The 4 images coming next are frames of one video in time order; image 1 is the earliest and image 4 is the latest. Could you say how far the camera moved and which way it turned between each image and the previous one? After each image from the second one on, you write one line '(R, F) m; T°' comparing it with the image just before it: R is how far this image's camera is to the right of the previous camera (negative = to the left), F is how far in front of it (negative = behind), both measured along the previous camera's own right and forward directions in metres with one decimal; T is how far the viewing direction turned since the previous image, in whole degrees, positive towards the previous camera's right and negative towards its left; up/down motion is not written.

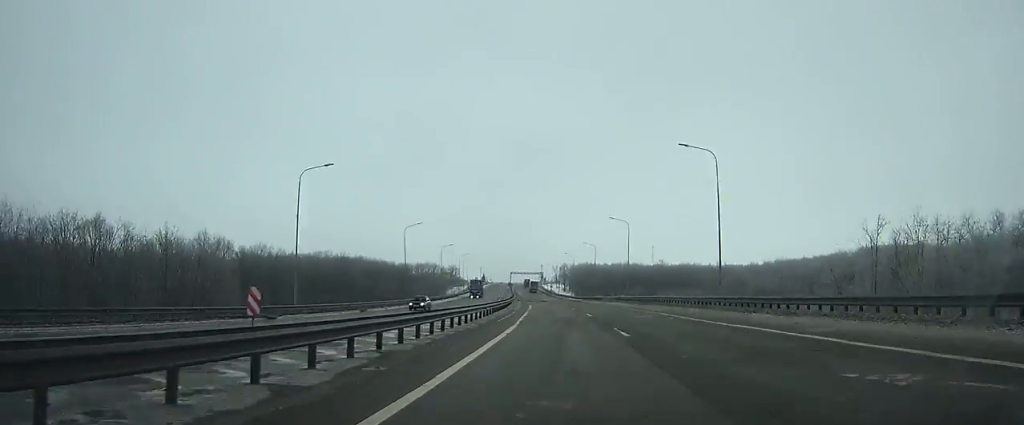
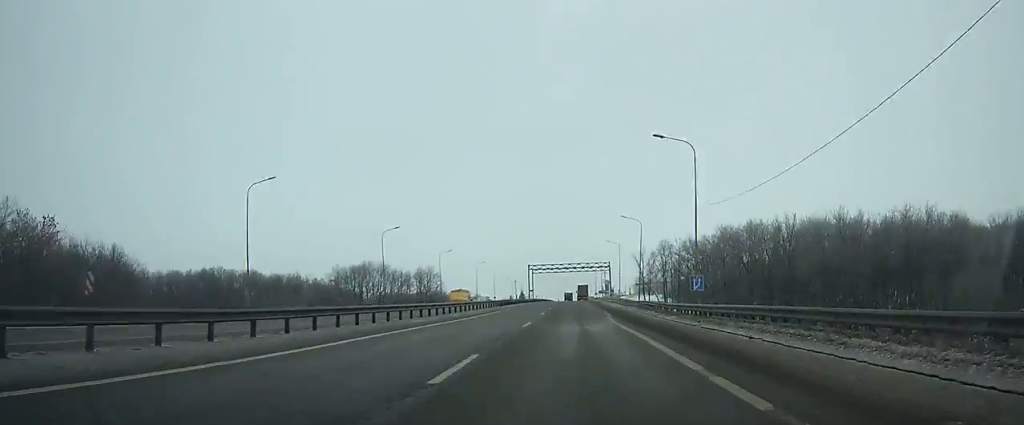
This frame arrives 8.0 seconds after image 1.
(-14.0, +193.1) m; -6°
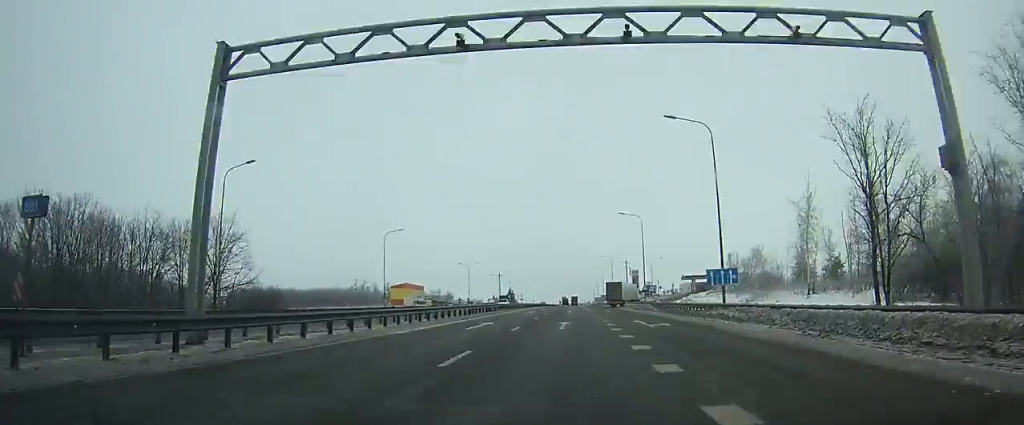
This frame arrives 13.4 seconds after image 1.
(-0.2, +122.5) m; -1°
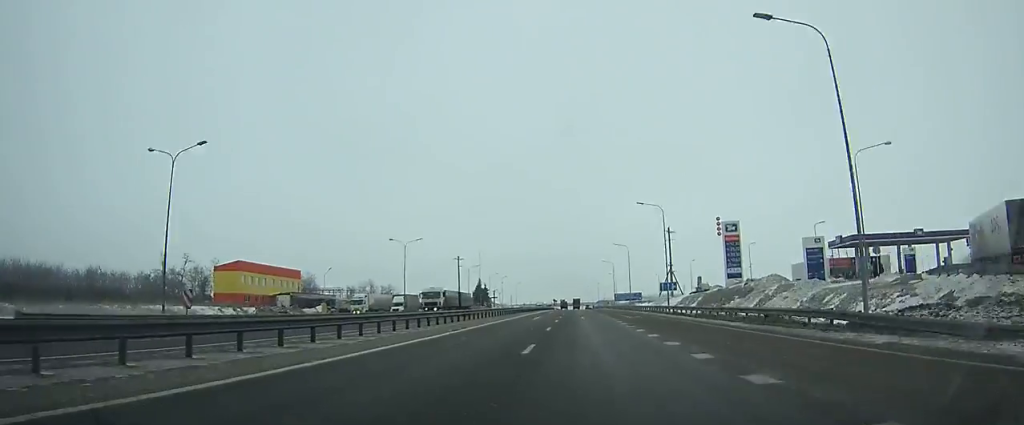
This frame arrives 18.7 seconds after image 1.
(-1.1, +116.4) m; 0°
